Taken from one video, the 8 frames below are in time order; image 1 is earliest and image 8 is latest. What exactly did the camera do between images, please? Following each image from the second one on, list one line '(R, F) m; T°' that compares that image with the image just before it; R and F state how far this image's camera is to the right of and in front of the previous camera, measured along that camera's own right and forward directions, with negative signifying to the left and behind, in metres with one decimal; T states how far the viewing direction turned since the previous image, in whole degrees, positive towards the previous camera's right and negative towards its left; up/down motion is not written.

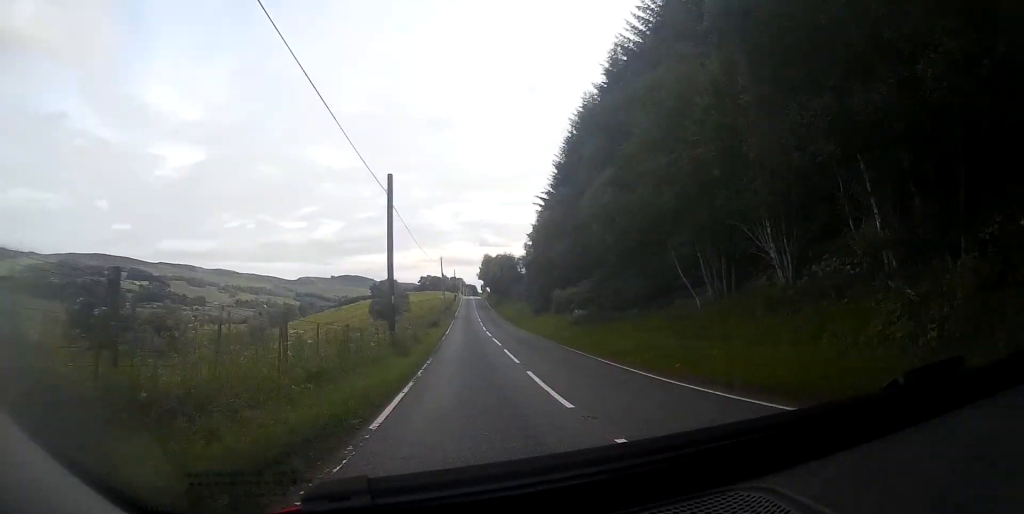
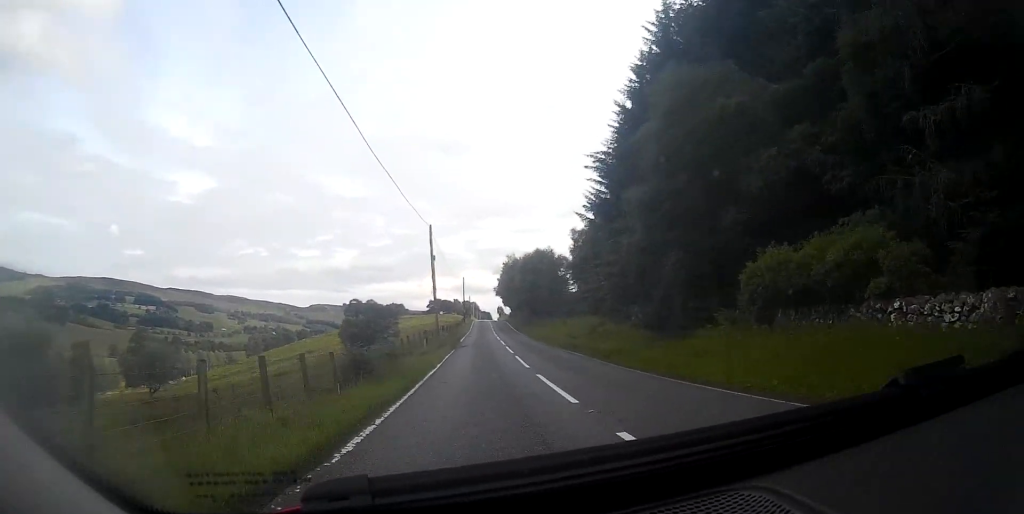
(-0.5, +35.7) m; -1°
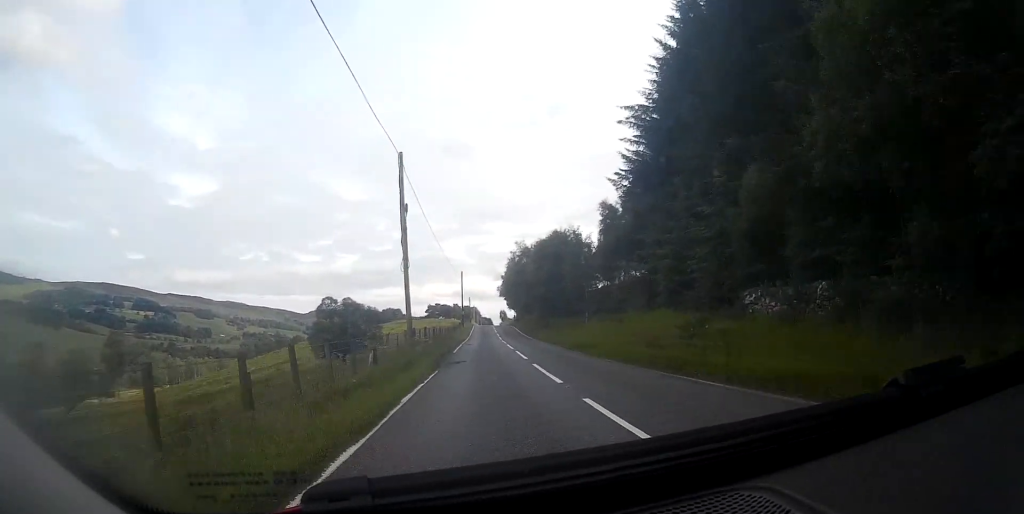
(0.0, +15.0) m; 0°
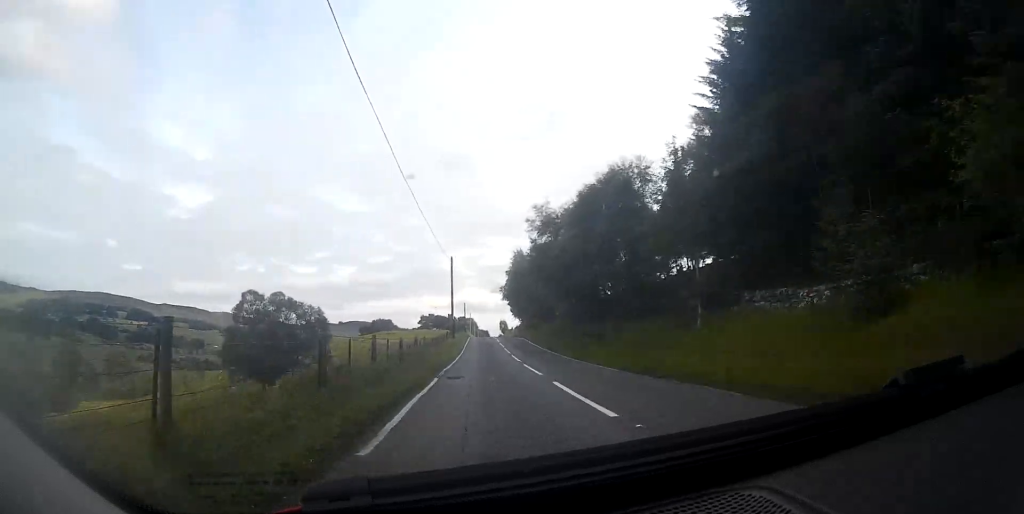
(0.0, +22.6) m; 0°
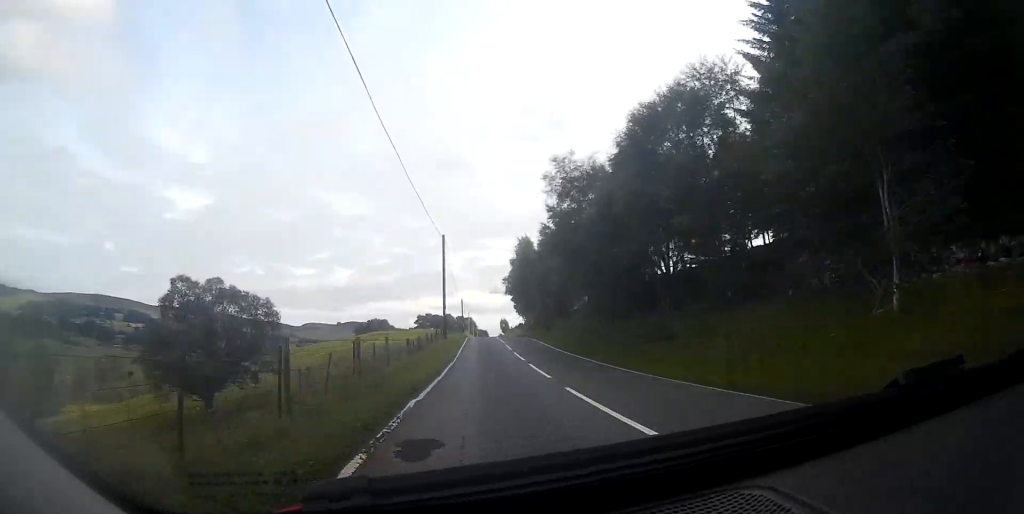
(0.0, +10.9) m; 0°
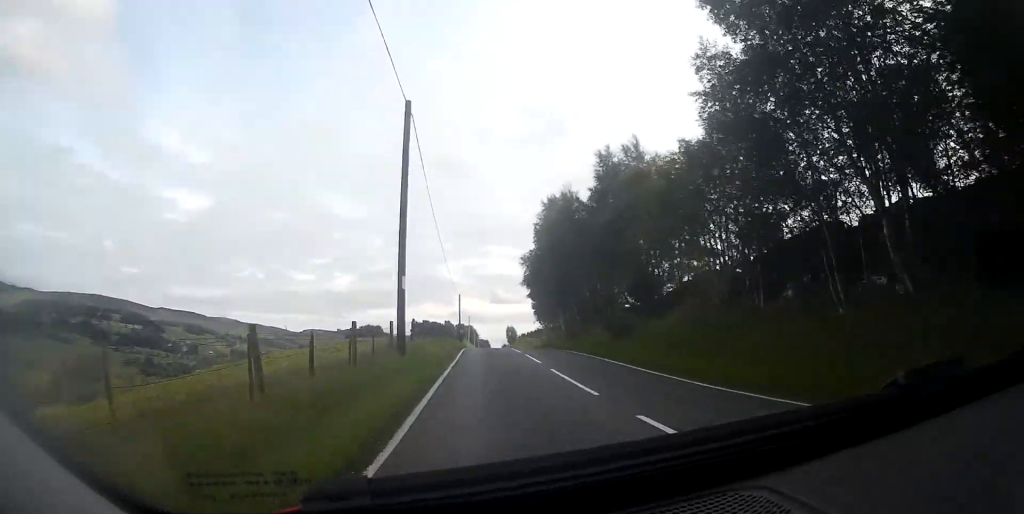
(0.0, +22.8) m; 0°
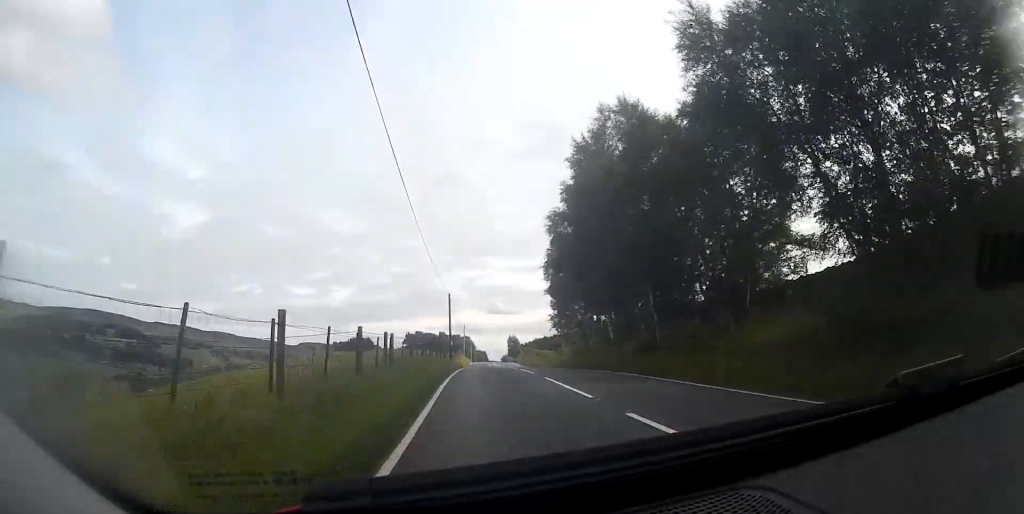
(-0.1, +17.5) m; 0°
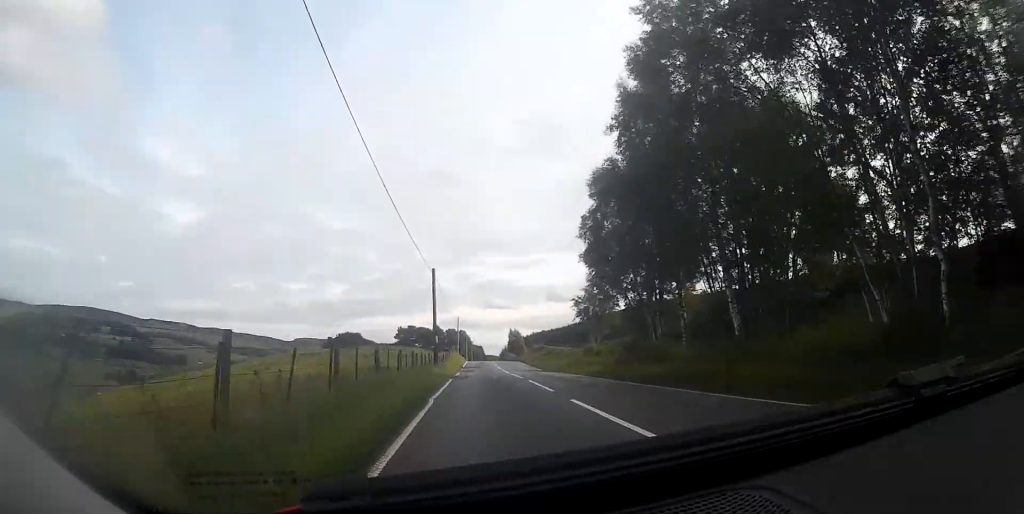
(0.0, +14.8) m; 0°
